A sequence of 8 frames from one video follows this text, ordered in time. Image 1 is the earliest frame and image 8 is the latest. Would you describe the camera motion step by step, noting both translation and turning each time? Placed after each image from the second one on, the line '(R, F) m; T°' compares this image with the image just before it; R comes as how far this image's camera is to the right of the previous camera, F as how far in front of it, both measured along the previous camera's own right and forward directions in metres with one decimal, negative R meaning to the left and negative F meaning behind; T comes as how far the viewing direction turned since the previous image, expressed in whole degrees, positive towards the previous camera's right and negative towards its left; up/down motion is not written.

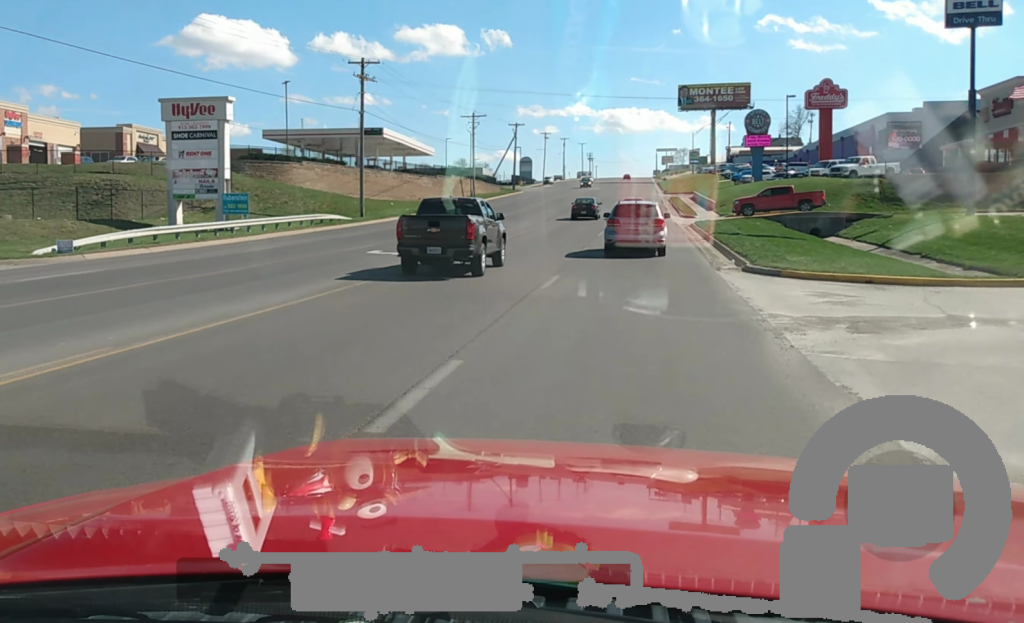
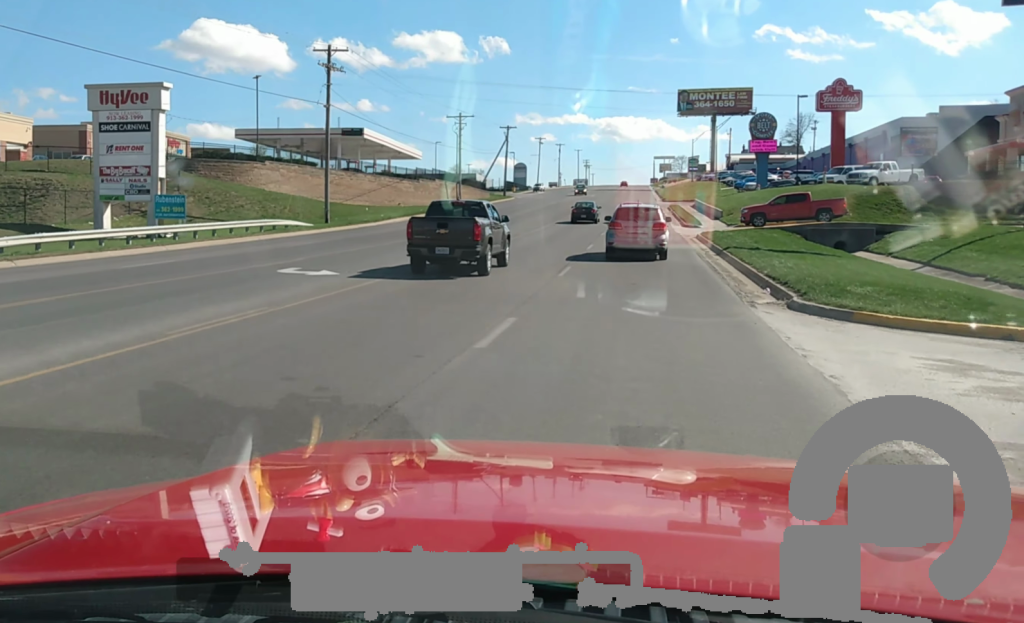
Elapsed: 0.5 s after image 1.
(-0.1, +7.8) m; +1°
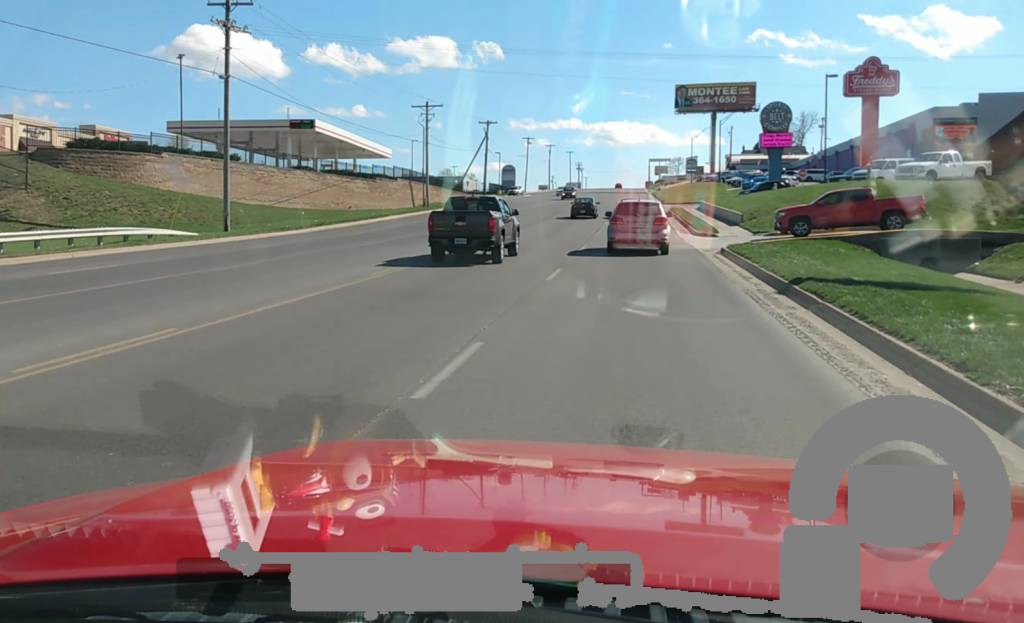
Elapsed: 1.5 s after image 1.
(+0.5, +15.3) m; +1°
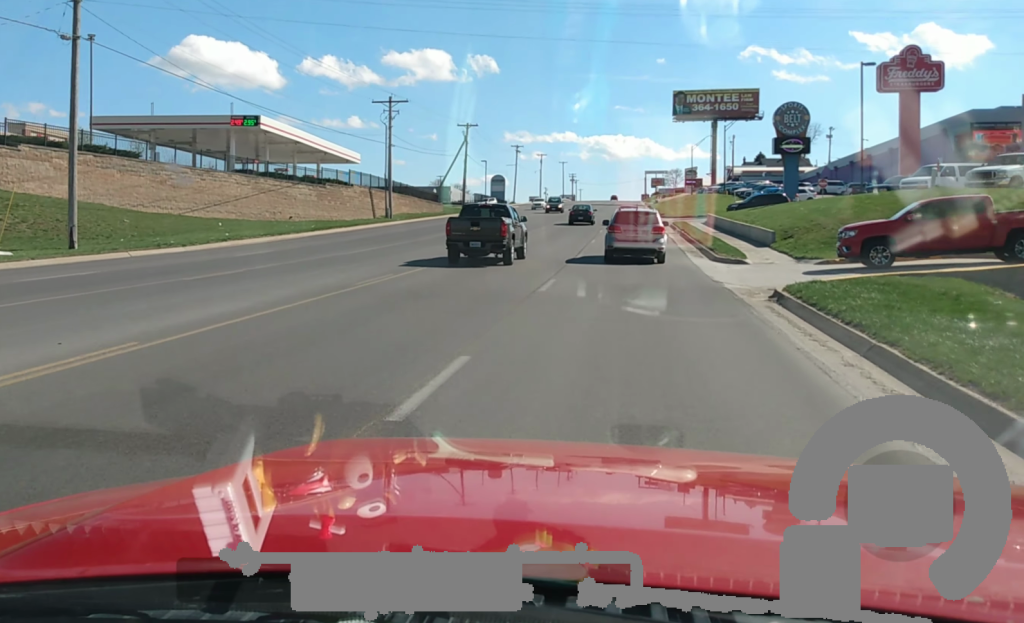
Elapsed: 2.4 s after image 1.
(-0.2, +13.8) m; -1°
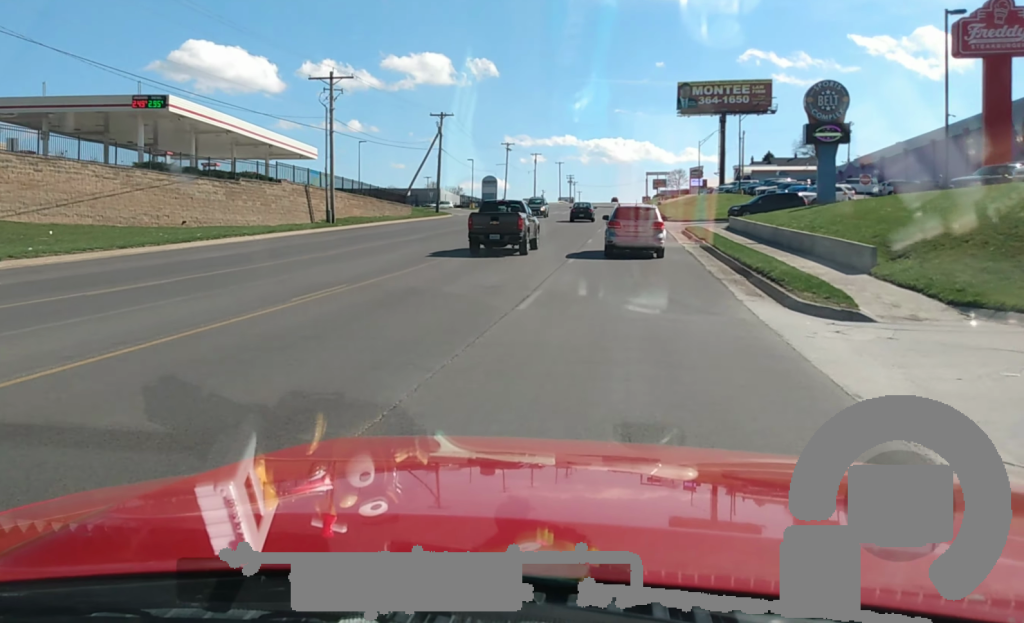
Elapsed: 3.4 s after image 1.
(0.0, +16.4) m; -1°
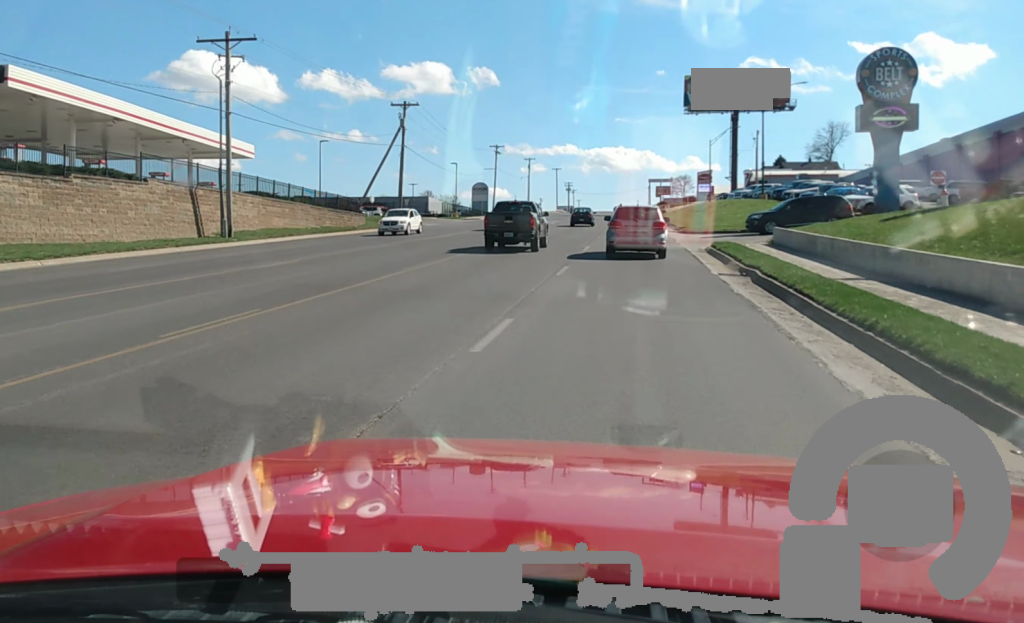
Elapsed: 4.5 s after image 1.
(-0.3, +16.9) m; +1°
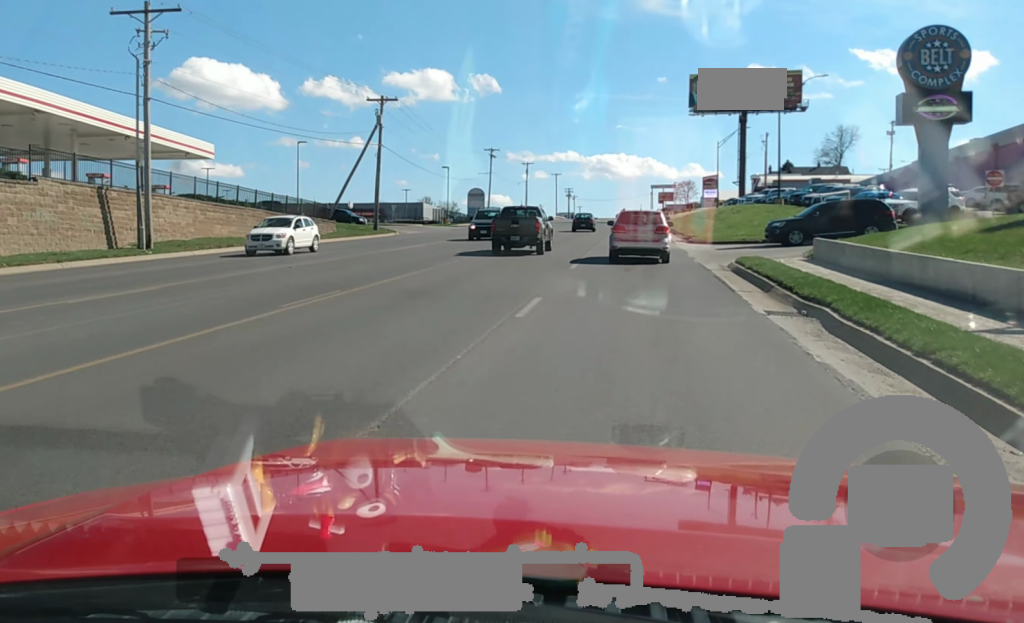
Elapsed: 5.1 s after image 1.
(+0.2, +7.9) m; 0°
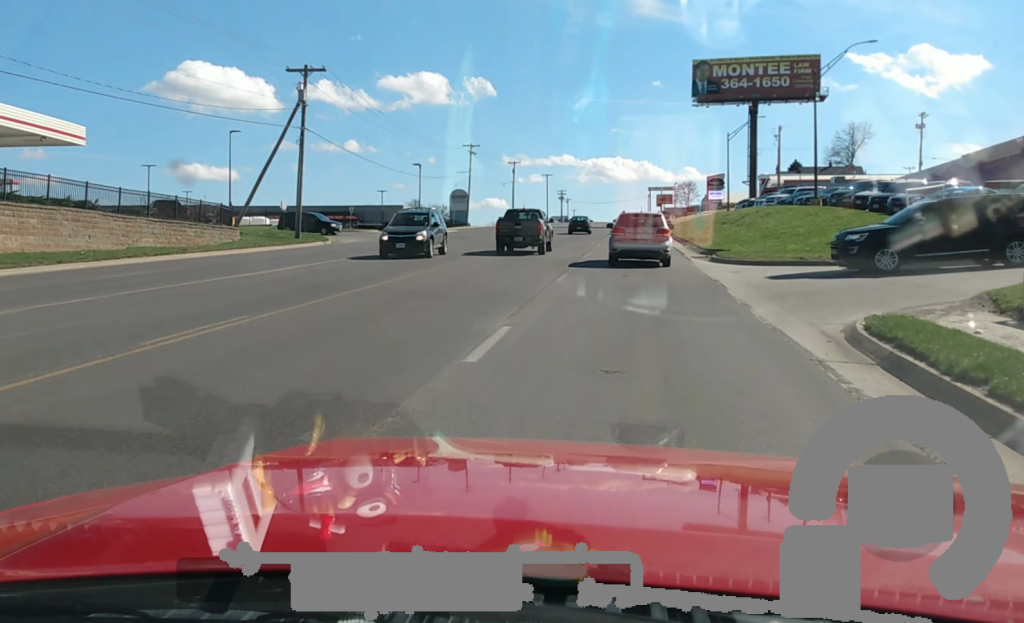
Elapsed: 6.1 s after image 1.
(0.0, +16.7) m; 0°
